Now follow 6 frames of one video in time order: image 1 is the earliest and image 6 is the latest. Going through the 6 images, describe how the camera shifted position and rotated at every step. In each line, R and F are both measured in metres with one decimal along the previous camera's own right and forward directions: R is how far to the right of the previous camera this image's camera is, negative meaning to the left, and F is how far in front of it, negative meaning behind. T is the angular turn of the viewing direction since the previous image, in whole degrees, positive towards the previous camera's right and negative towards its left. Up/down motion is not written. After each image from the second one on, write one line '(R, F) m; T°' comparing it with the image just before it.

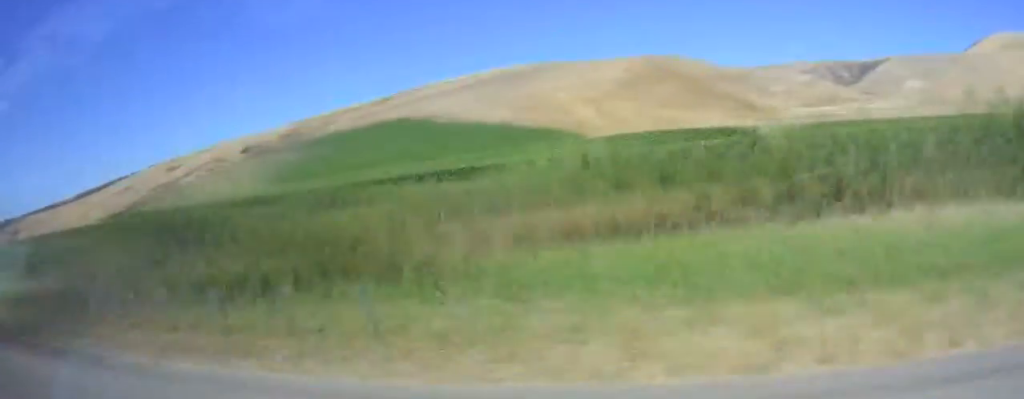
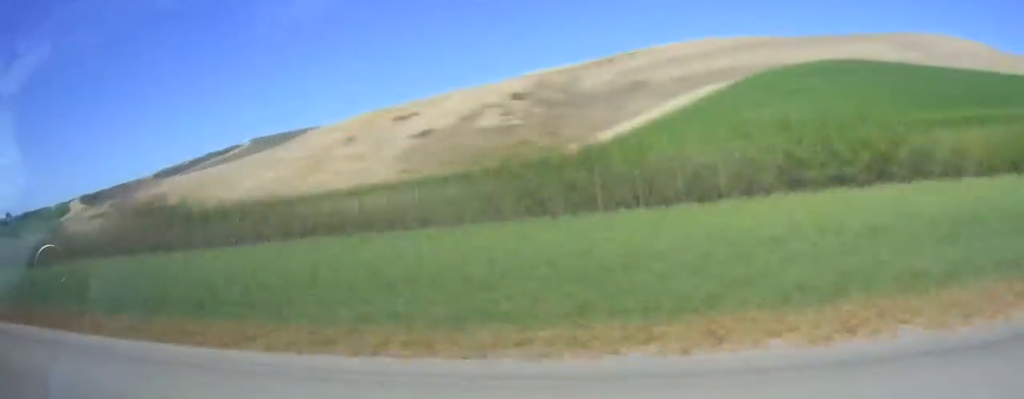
(-2.5, +167.4) m; -1°
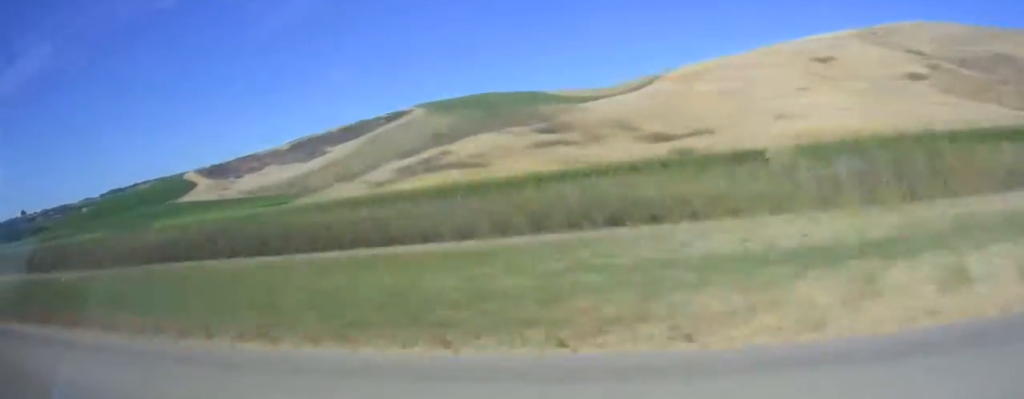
(0.0, +192.7) m; 0°
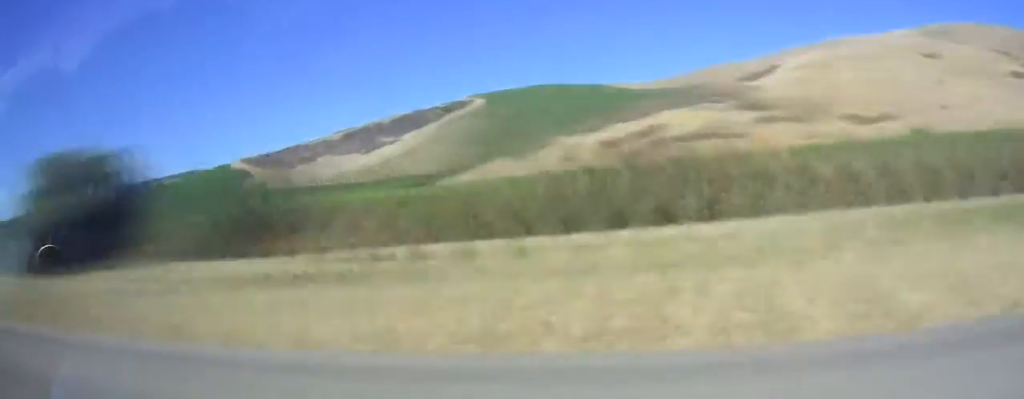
(-0.3, +50.6) m; 0°
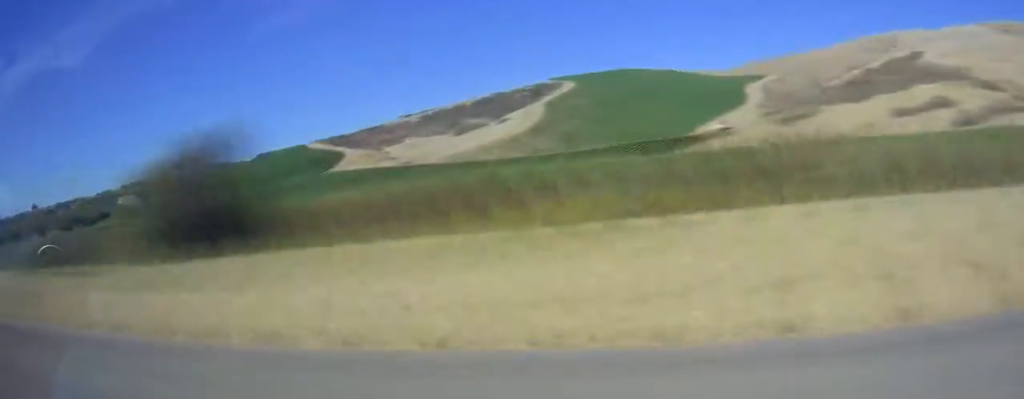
(+0.1, +77.1) m; 0°
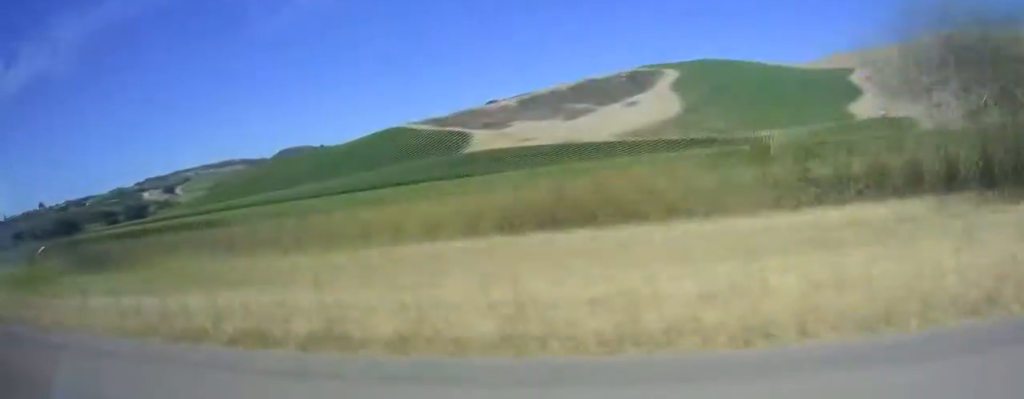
(-0.1, +82.2) m; 0°
